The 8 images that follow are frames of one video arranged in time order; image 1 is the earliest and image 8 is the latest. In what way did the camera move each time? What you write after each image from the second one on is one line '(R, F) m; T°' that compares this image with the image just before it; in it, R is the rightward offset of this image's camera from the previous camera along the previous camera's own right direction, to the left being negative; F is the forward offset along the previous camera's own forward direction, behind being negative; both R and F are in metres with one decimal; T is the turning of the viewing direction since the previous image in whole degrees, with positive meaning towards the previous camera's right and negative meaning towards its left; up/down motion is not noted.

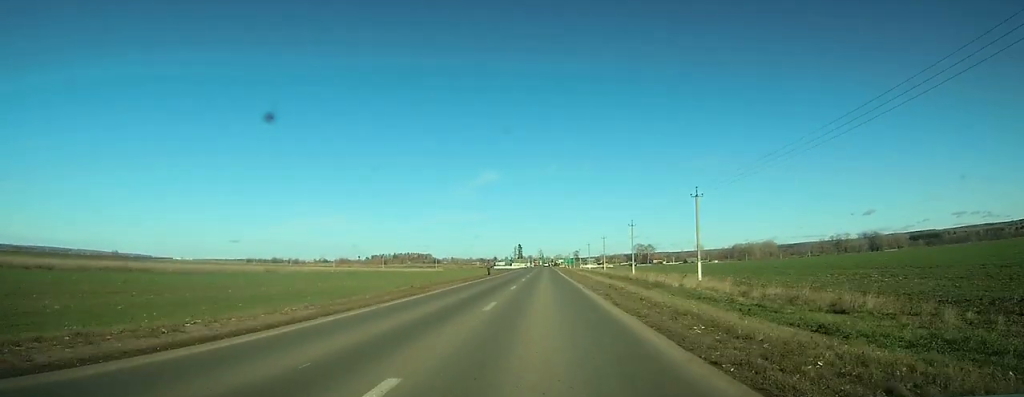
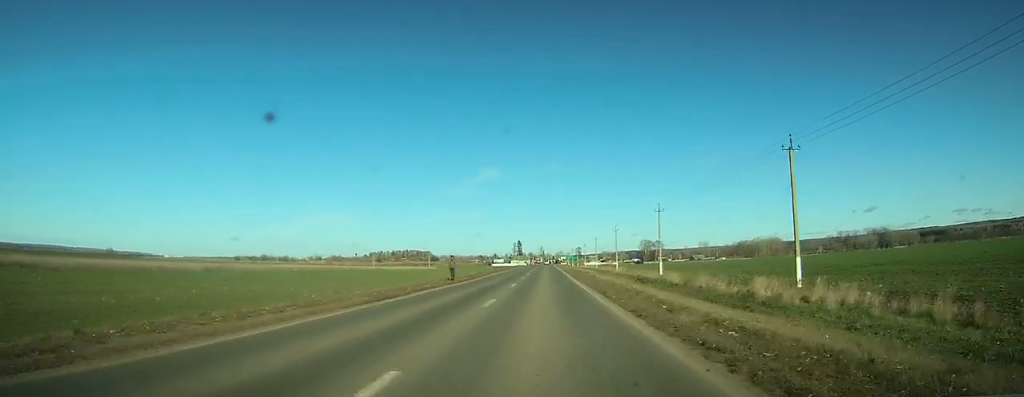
(-0.2, +22.0) m; 0°
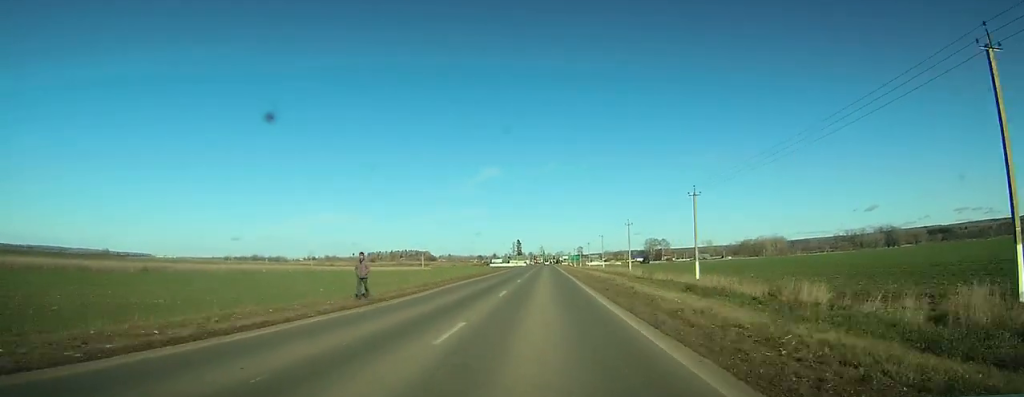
(-0.1, +17.6) m; 0°
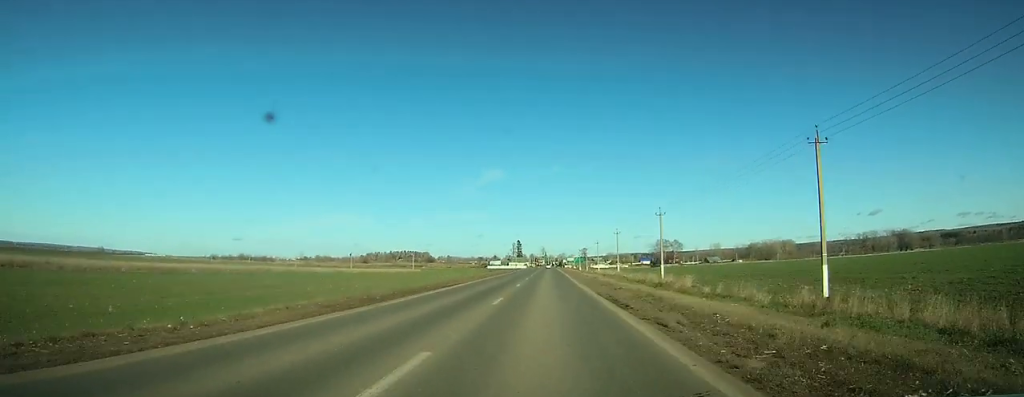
(+0.1, +26.6) m; 0°
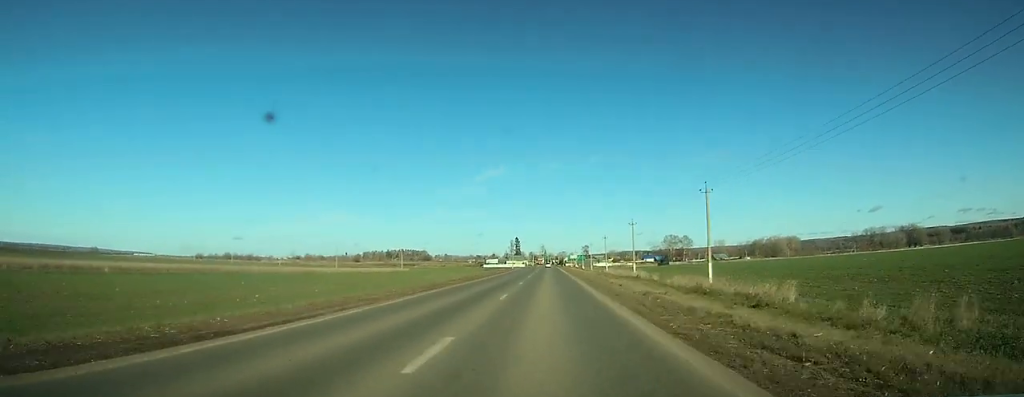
(0.0, +22.3) m; 0°
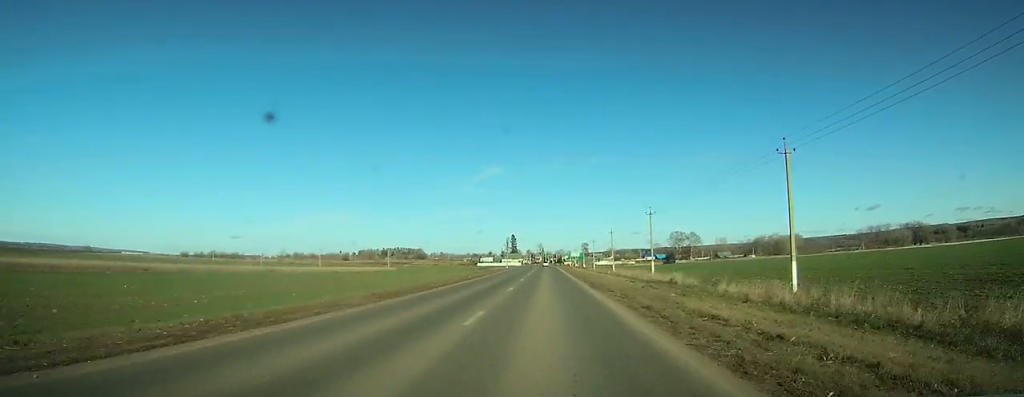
(+0.1, +20.2) m; 0°
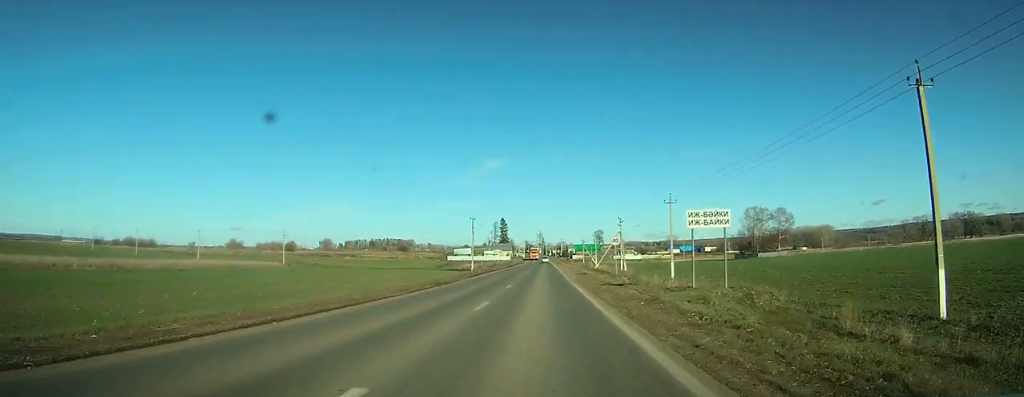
(+0.1, +105.4) m; 0°
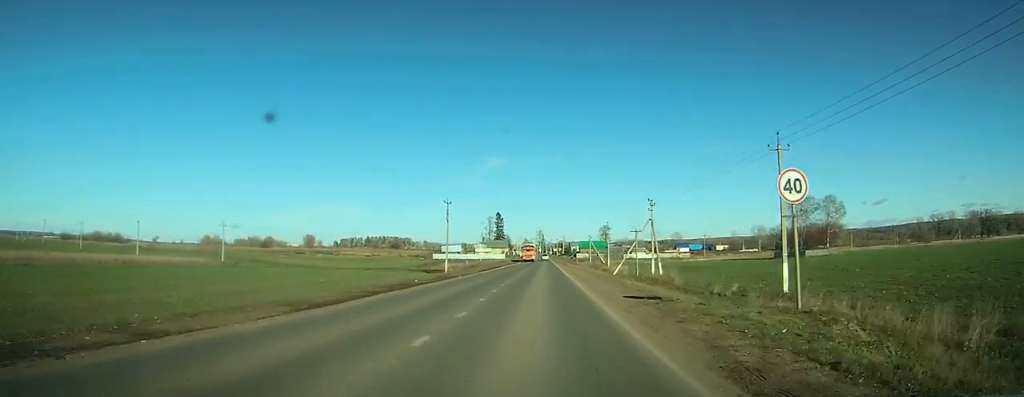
(-0.2, +31.4) m; -1°
